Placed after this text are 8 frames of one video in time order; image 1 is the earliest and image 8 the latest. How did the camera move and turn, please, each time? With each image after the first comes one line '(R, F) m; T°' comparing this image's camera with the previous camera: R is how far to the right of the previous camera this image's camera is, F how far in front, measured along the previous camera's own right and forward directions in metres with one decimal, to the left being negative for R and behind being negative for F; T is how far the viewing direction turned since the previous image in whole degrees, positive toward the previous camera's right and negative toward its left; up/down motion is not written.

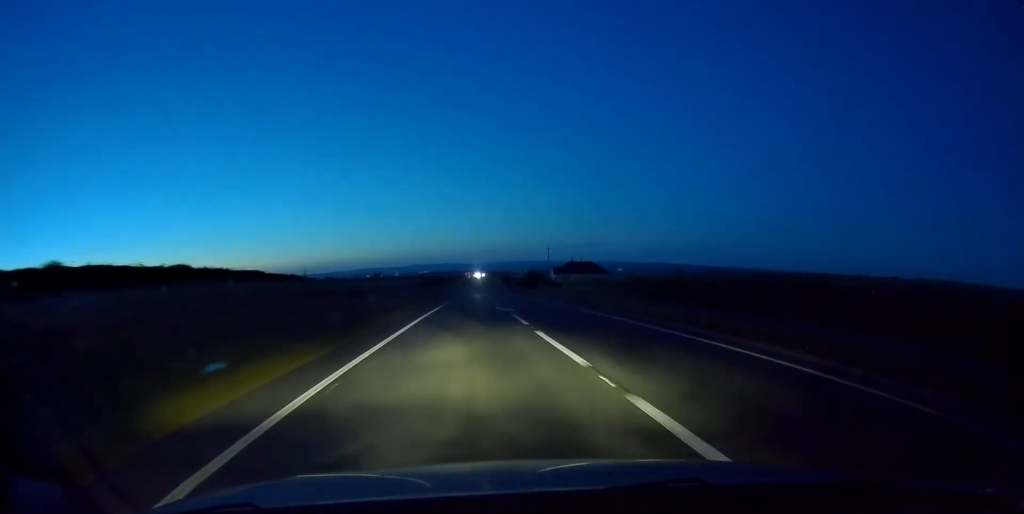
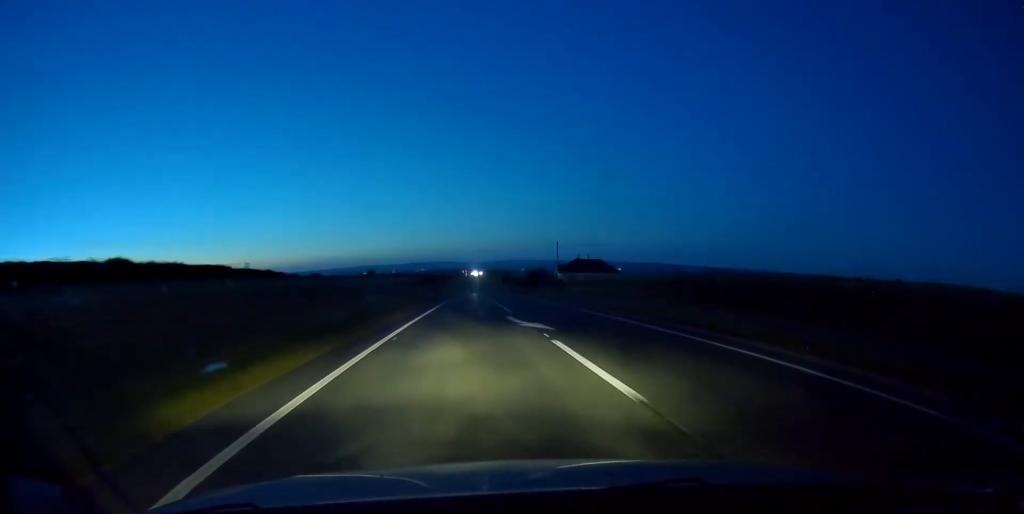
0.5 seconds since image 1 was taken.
(0.0, +12.4) m; 0°
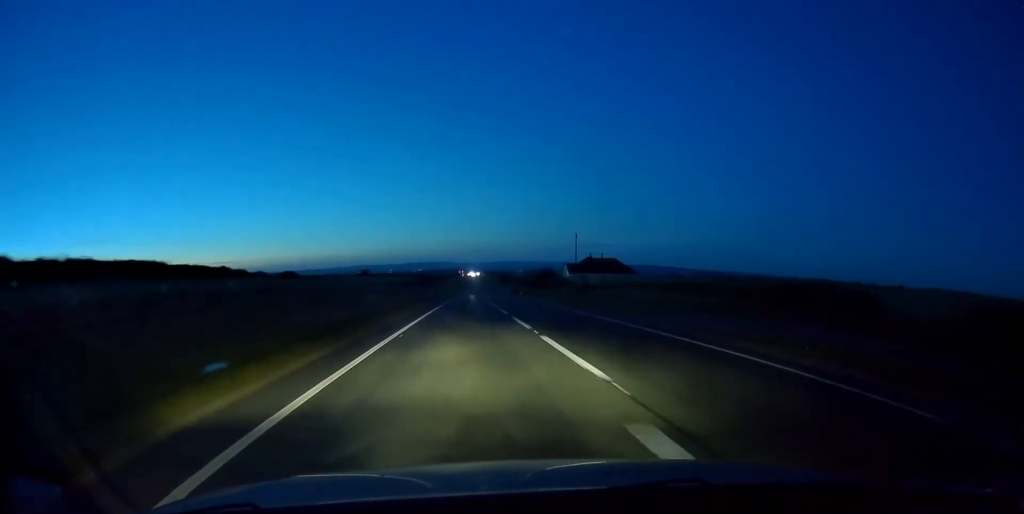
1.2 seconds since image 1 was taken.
(+0.1, +16.3) m; 0°
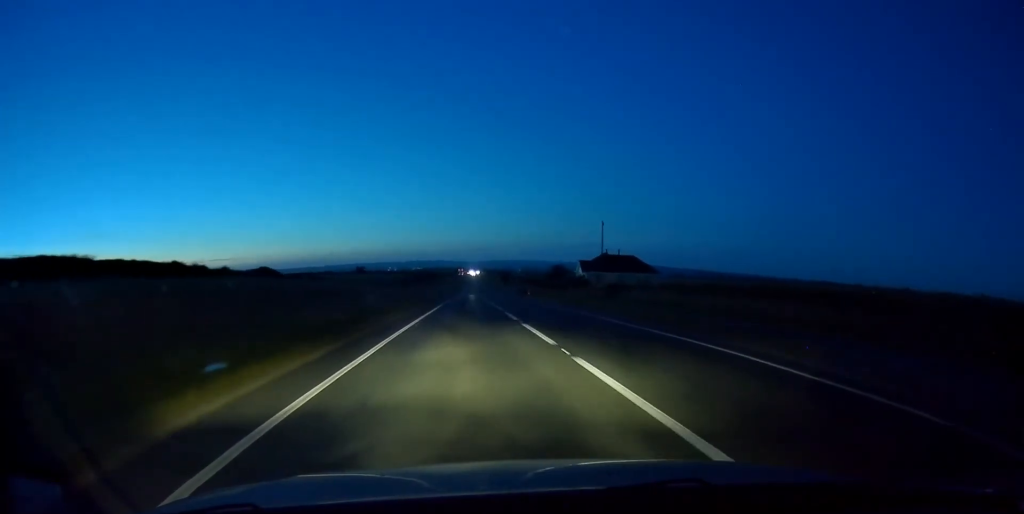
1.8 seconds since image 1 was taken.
(0.0, +13.3) m; 0°
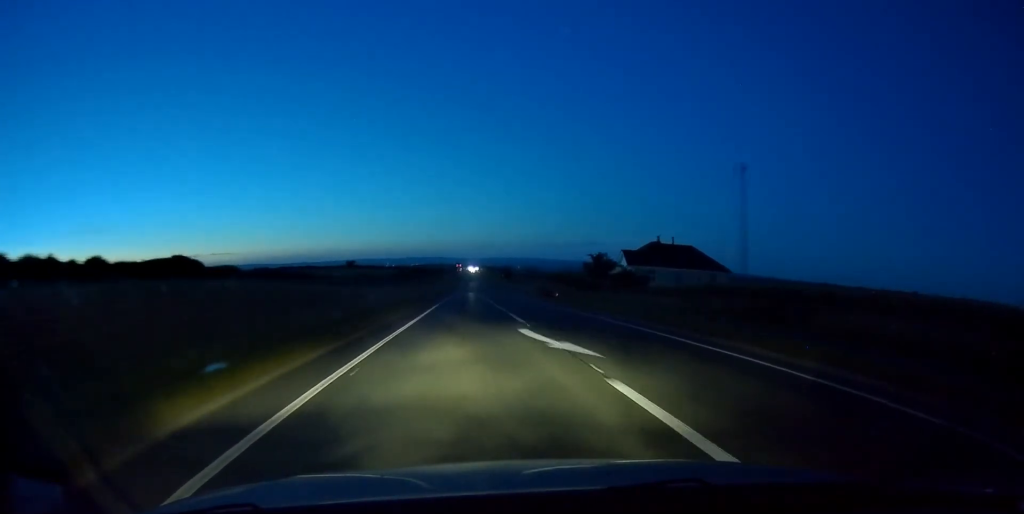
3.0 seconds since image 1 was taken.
(+0.2, +28.9) m; 0°
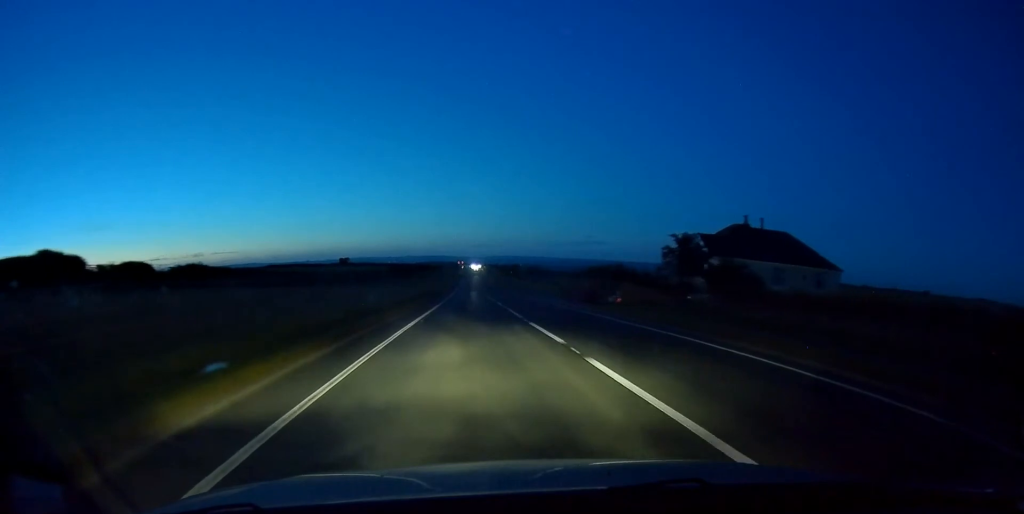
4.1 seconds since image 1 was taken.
(-0.1, +24.4) m; -1°
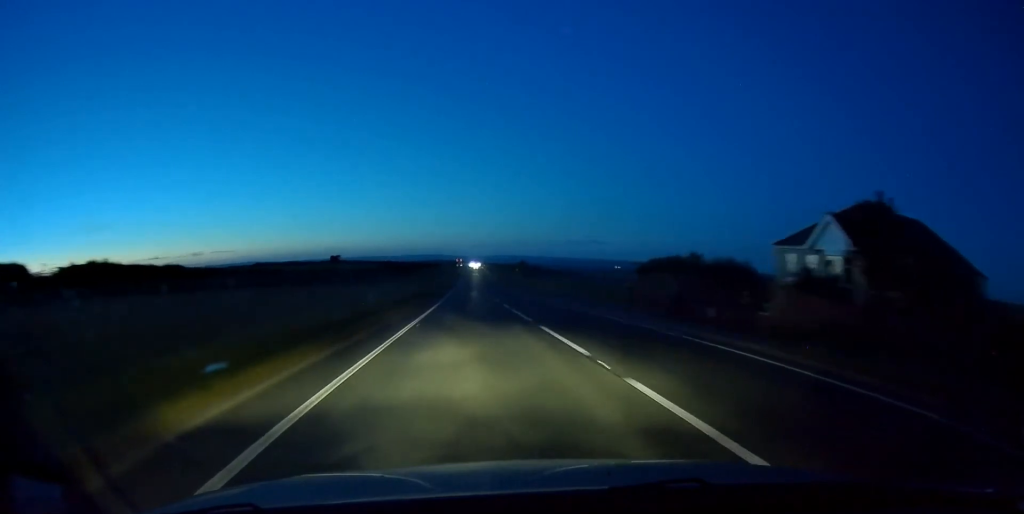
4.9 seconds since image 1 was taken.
(-0.1, +19.8) m; 0°
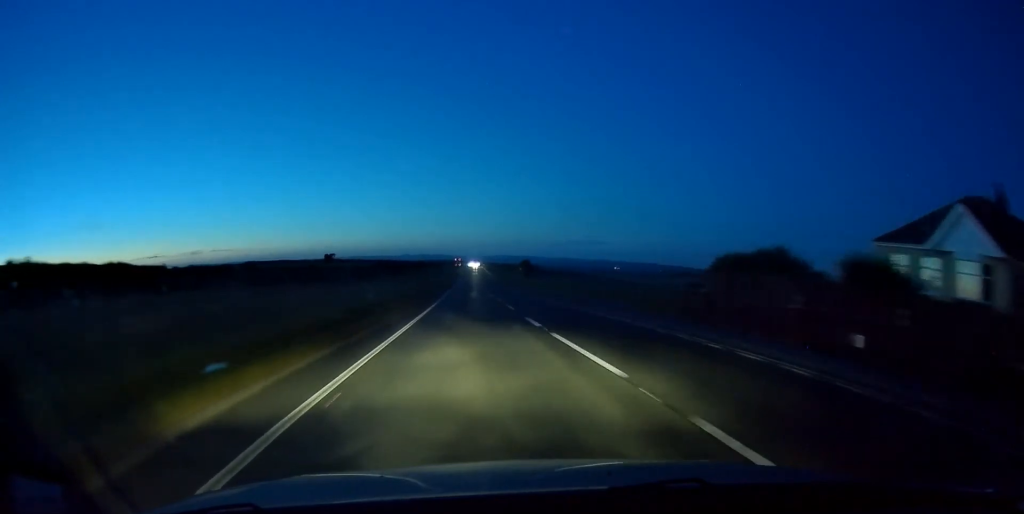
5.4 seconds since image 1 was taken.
(-0.1, +11.2) m; +1°
